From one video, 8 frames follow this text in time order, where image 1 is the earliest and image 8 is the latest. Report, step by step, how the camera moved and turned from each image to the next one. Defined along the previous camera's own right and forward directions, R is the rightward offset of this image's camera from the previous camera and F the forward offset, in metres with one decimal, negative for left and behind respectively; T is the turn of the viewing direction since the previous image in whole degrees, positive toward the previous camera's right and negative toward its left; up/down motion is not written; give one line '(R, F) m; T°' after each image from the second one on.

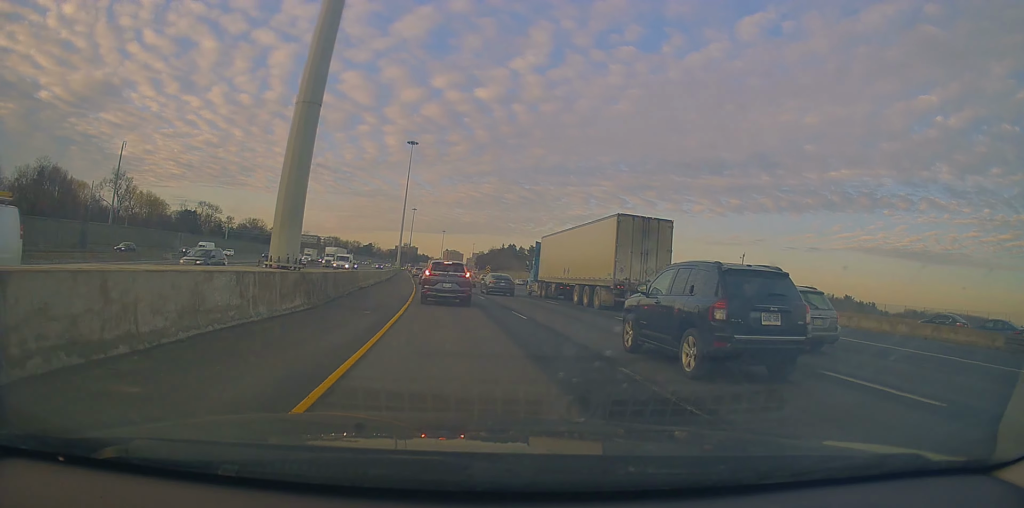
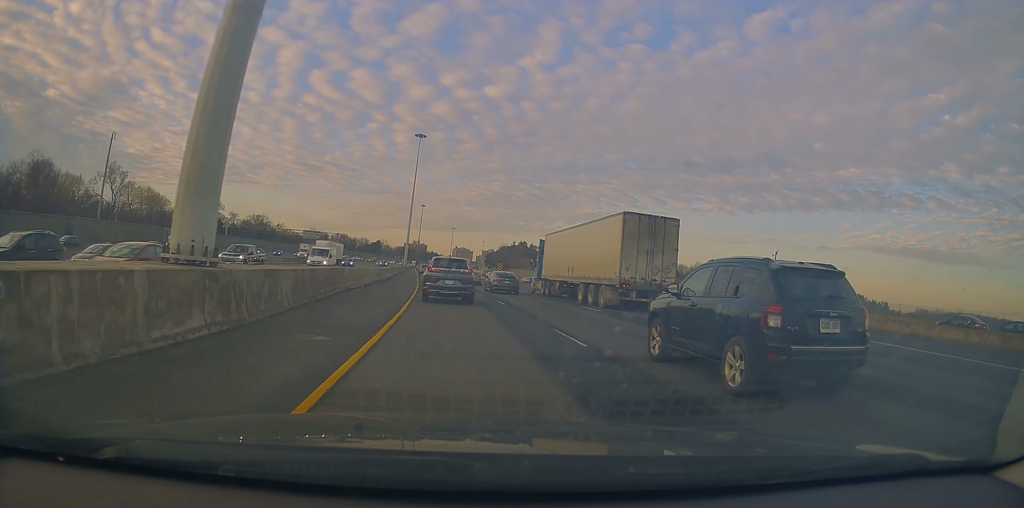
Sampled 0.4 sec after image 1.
(+0.3, +6.7) m; -1°
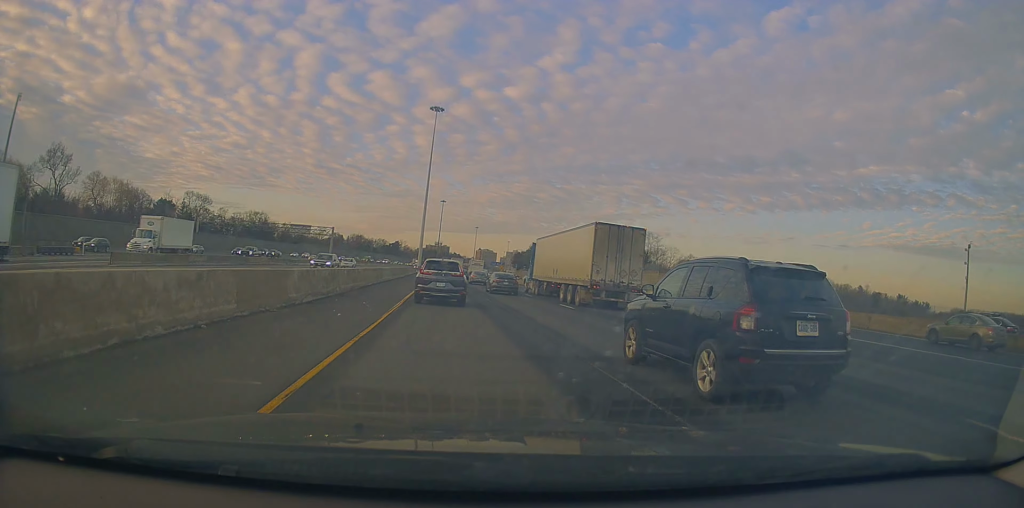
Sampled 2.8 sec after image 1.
(-0.7, +35.5) m; -2°
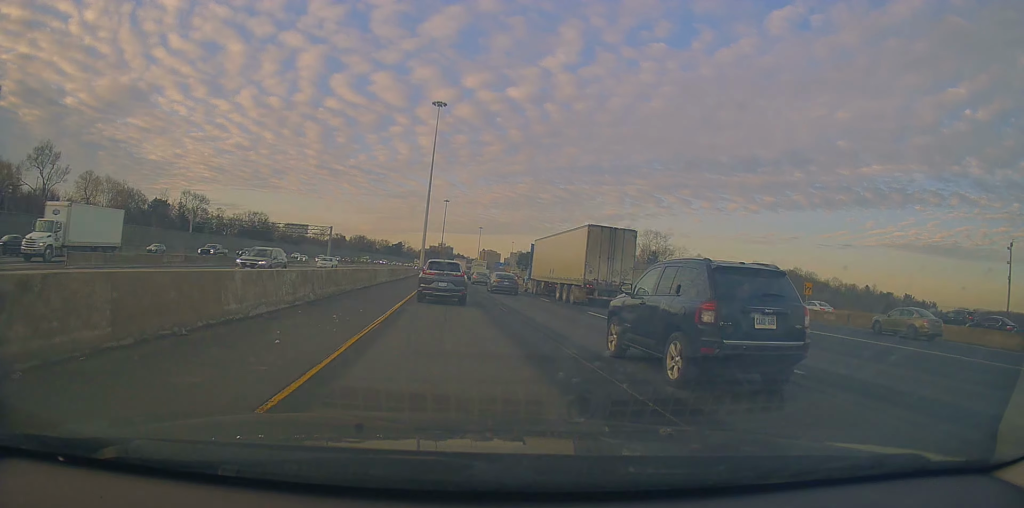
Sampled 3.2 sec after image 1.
(-0.2, +5.4) m; -1°
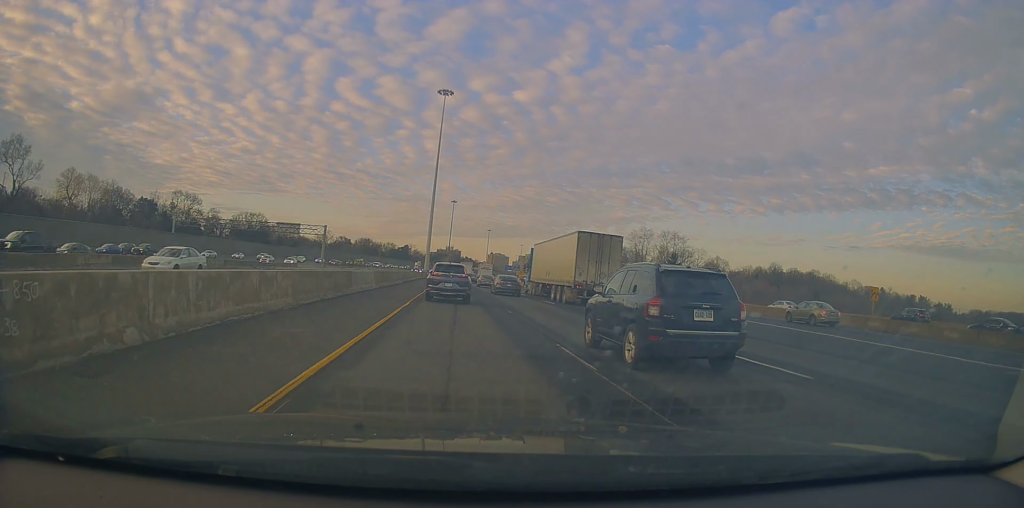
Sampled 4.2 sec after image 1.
(-0.3, +12.0) m; -1°
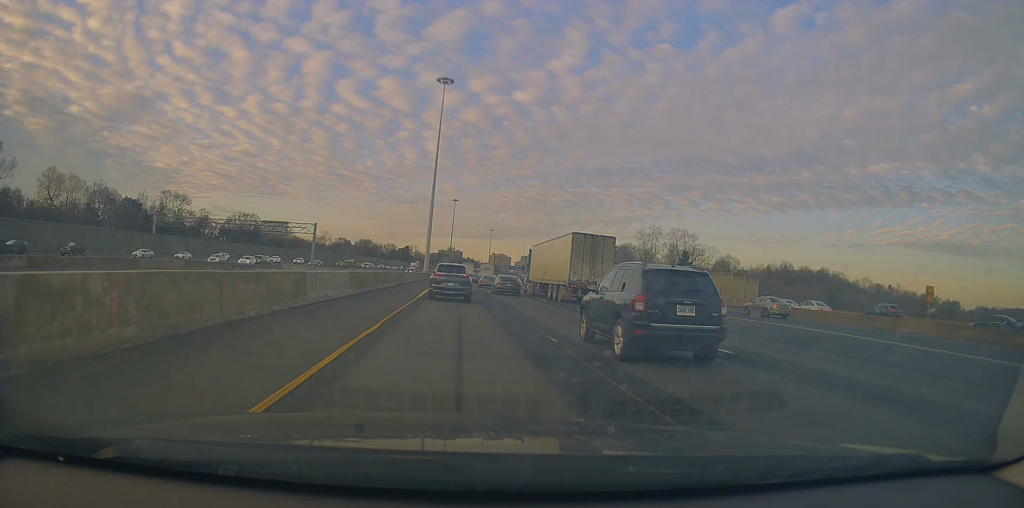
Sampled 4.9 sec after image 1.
(-0.1, +8.3) m; +2°
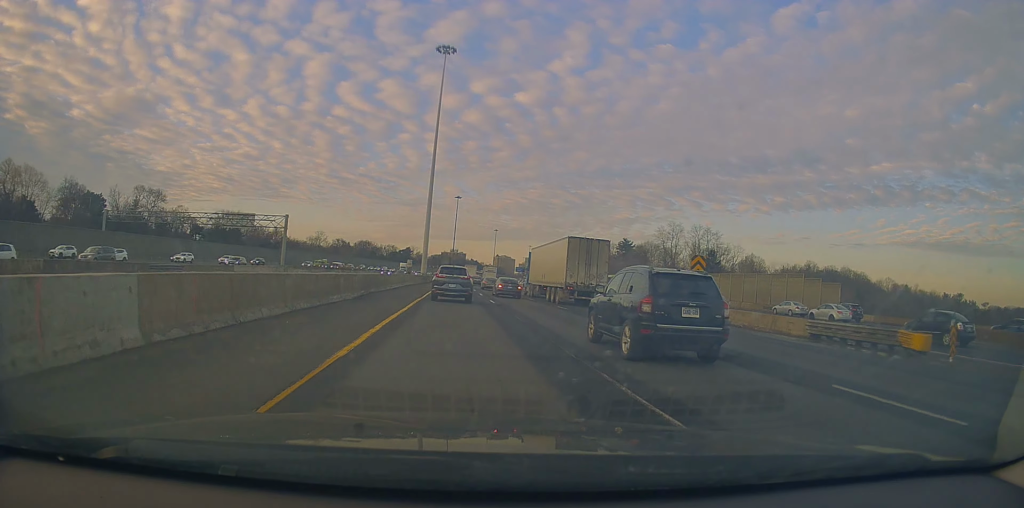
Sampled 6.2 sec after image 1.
(+0.4, +17.6) m; -1°
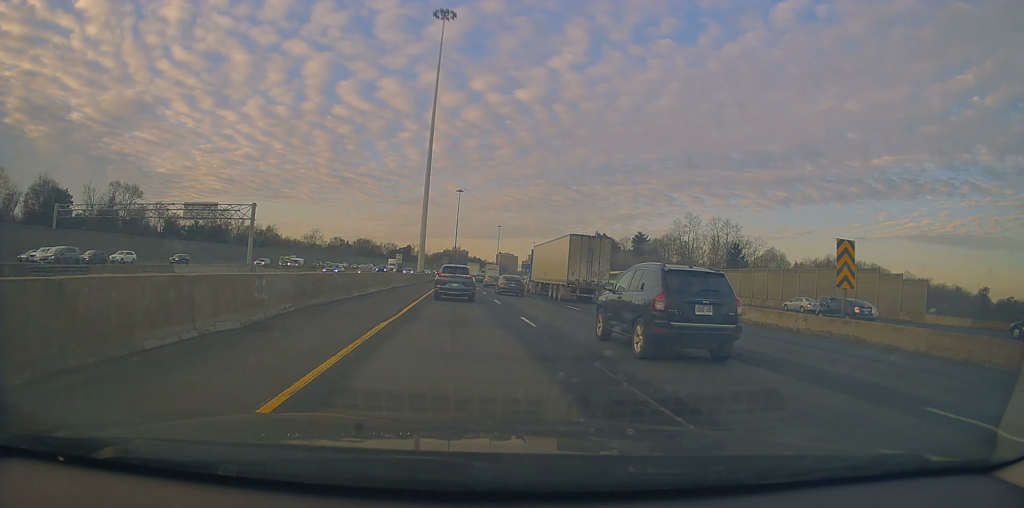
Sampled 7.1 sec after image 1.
(-0.4, +13.6) m; -2°
